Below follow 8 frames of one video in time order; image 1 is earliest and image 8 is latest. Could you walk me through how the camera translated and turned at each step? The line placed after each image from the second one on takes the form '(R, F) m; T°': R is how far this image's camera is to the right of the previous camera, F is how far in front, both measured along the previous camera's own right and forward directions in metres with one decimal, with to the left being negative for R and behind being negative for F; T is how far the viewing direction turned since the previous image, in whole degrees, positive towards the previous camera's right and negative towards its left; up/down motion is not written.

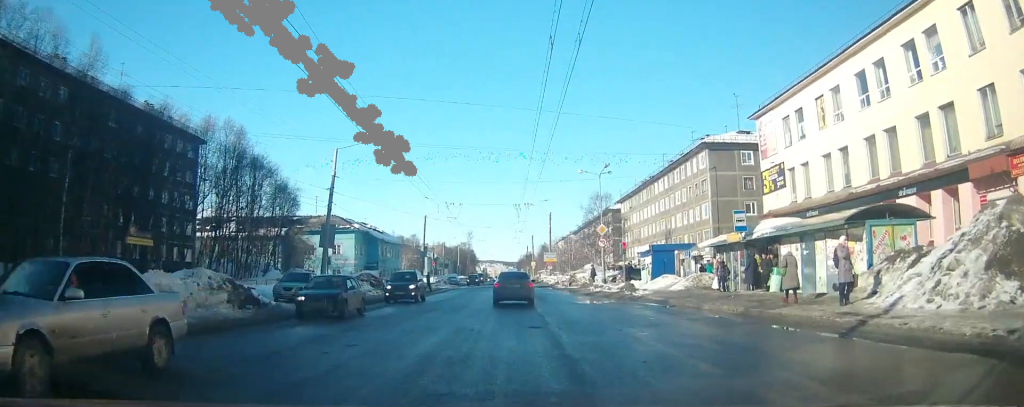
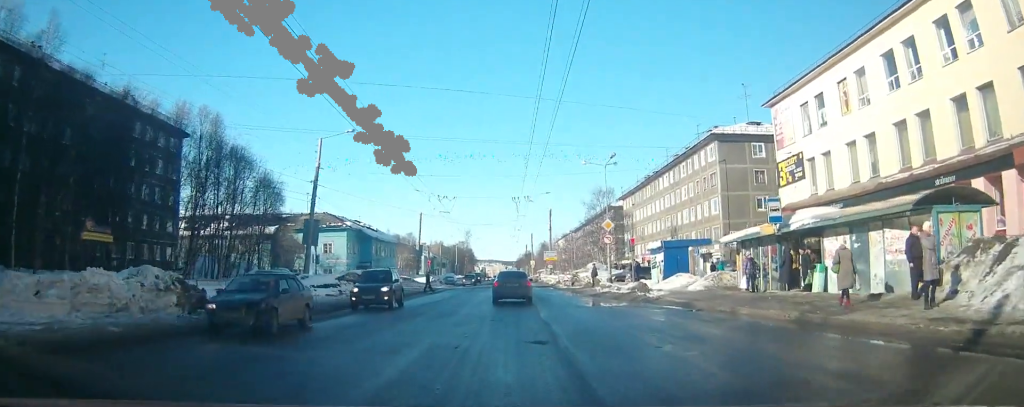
(0.0, +4.9) m; -1°
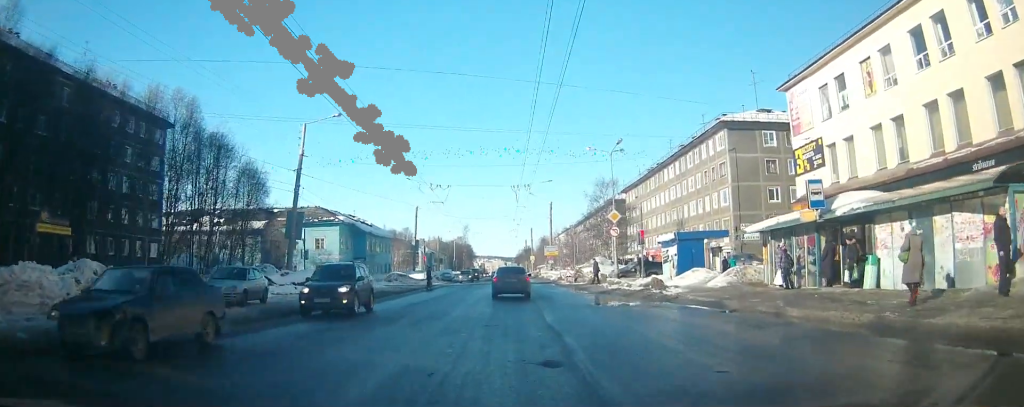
(-0.1, +4.4) m; -1°
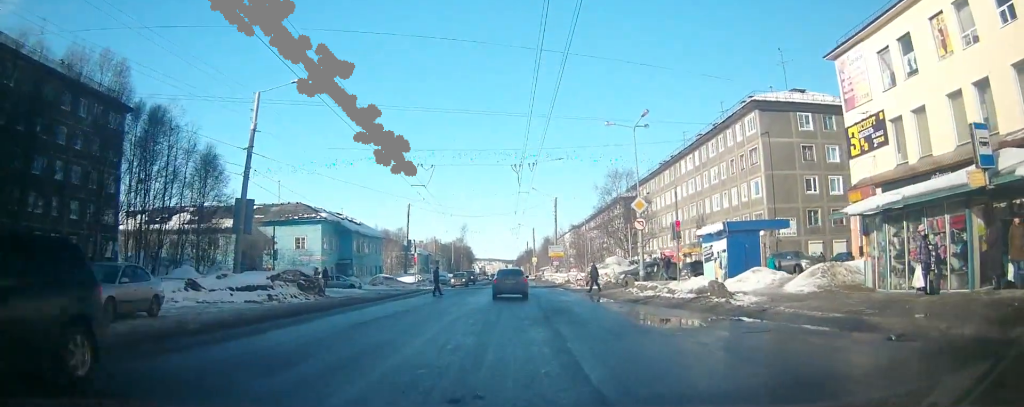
(0.0, +10.5) m; +1°
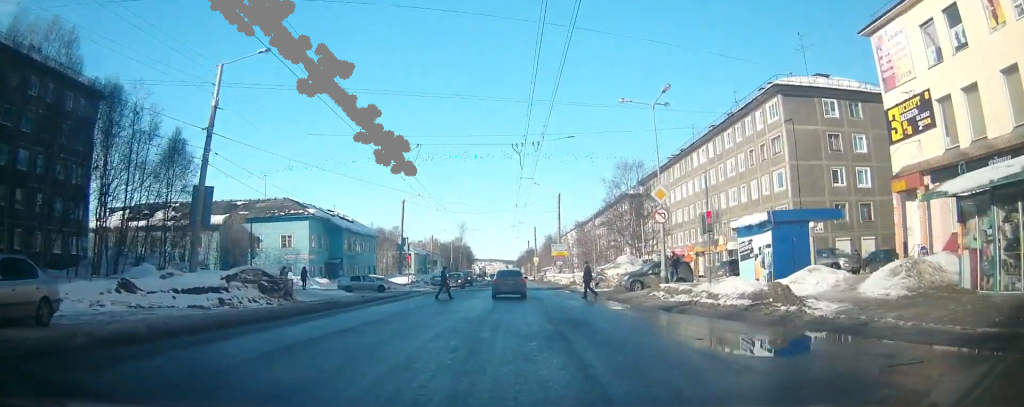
(+0.2, +6.2) m; -2°
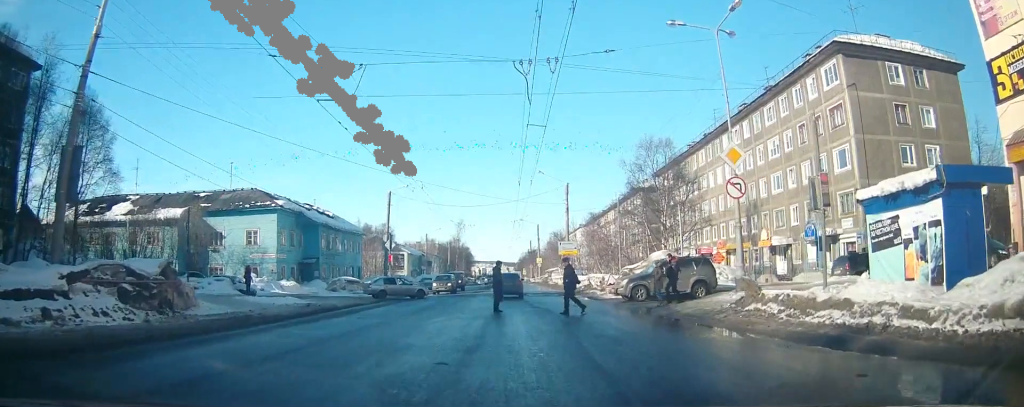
(-0.2, +13.3) m; +1°
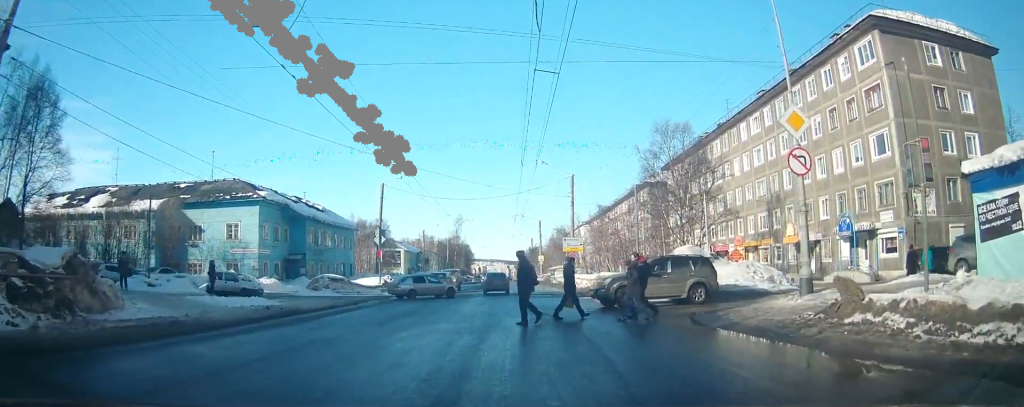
(-0.2, +7.0) m; -2°
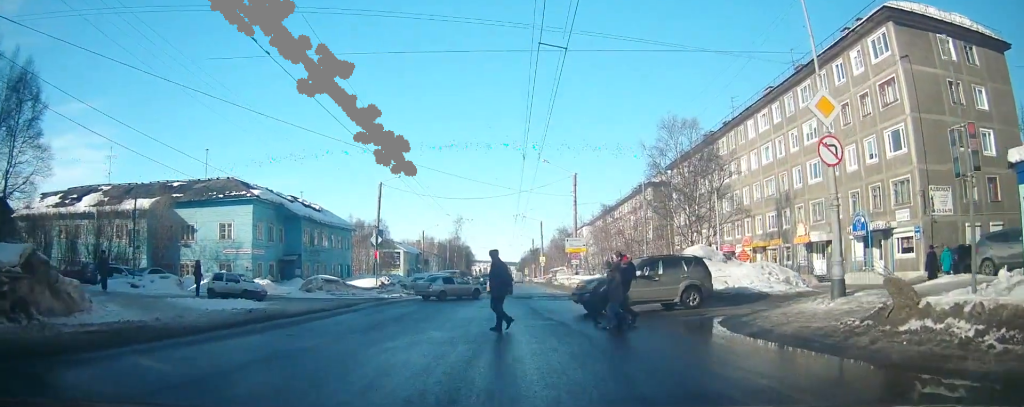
(0.0, +2.7) m; -1°
